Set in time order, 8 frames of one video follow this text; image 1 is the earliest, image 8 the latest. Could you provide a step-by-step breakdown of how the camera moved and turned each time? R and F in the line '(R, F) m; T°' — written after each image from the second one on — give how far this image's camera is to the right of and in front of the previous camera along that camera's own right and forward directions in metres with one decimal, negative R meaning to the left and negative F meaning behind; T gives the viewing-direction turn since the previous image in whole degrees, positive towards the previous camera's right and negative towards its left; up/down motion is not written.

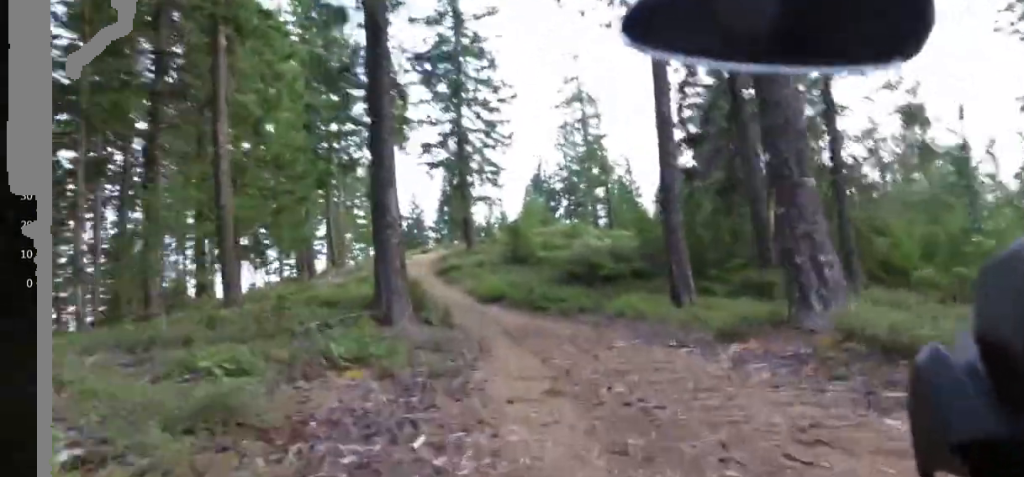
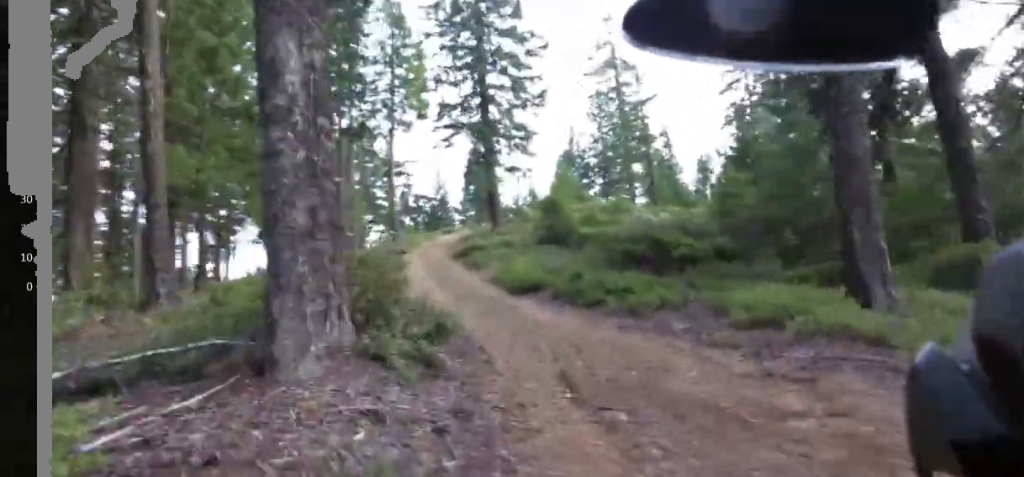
(-0.3, +7.6) m; 0°
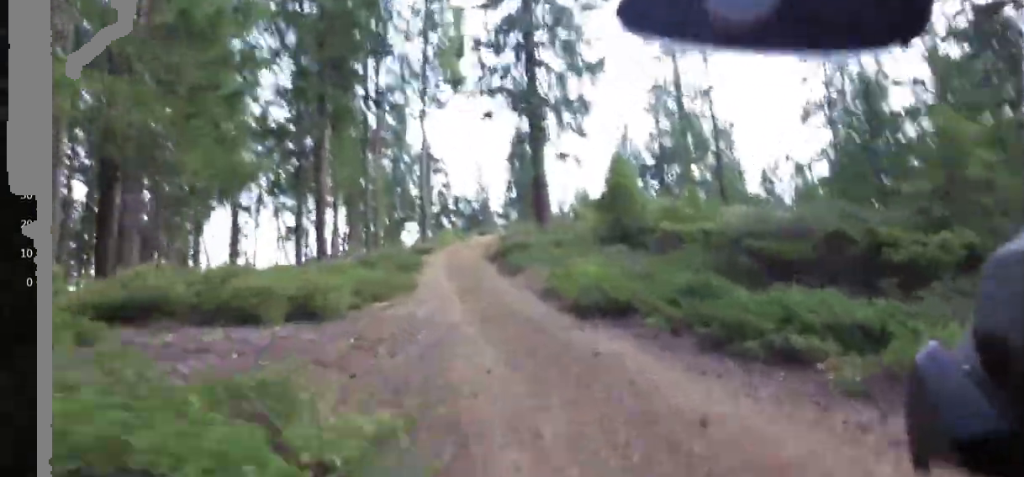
(+0.5, +8.3) m; +5°
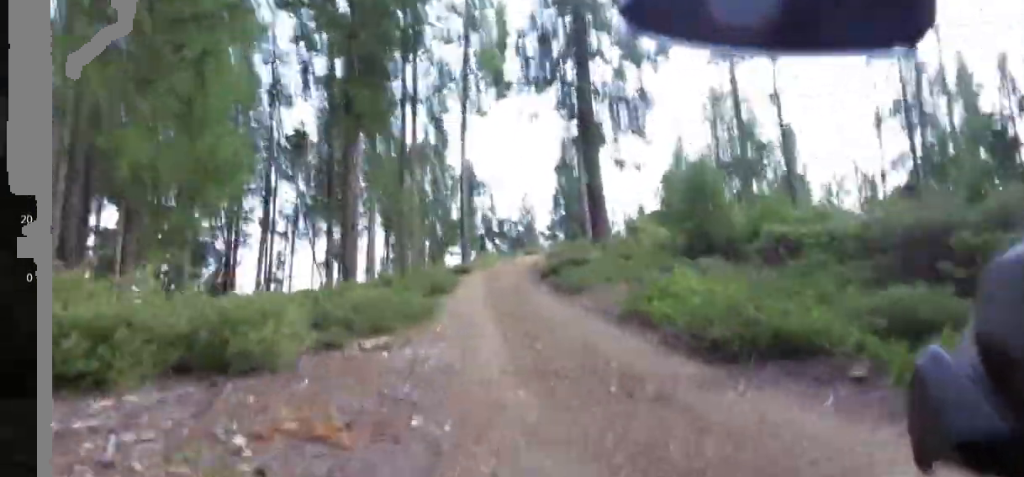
(0.0, +4.3) m; +1°
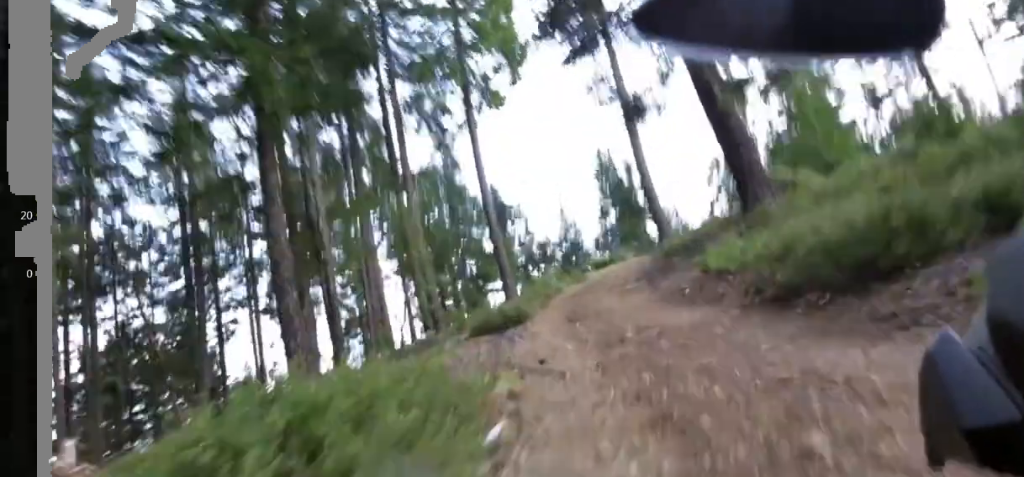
(+1.5, +13.1) m; +15°
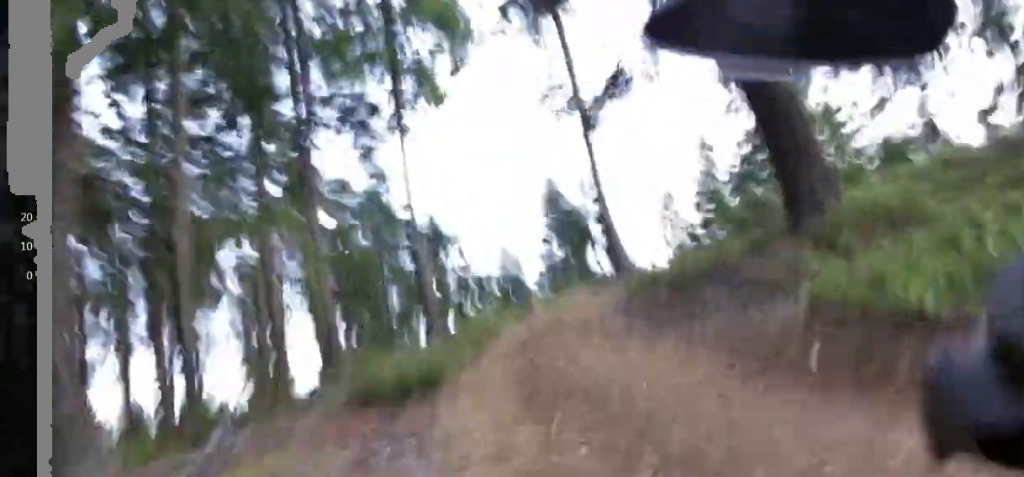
(+0.4, +5.7) m; +5°
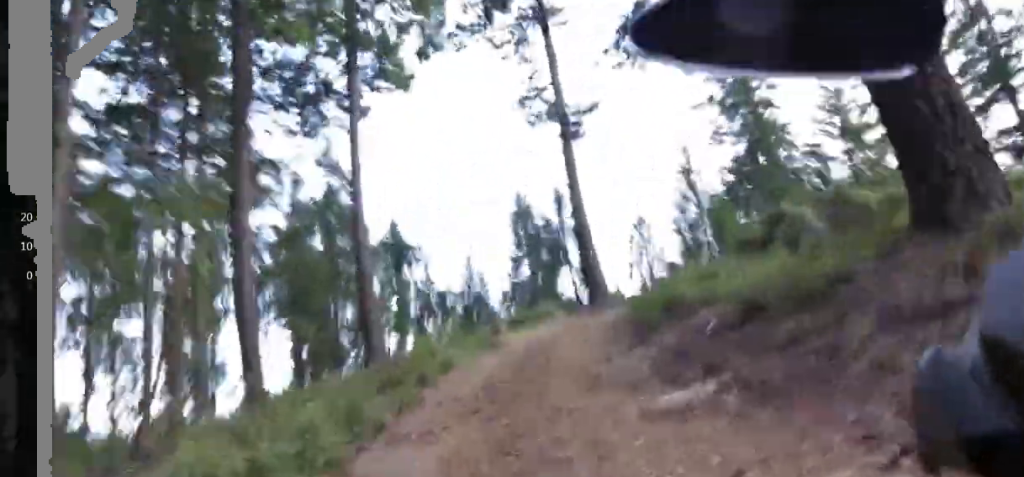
(+0.3, +4.3) m; +3°
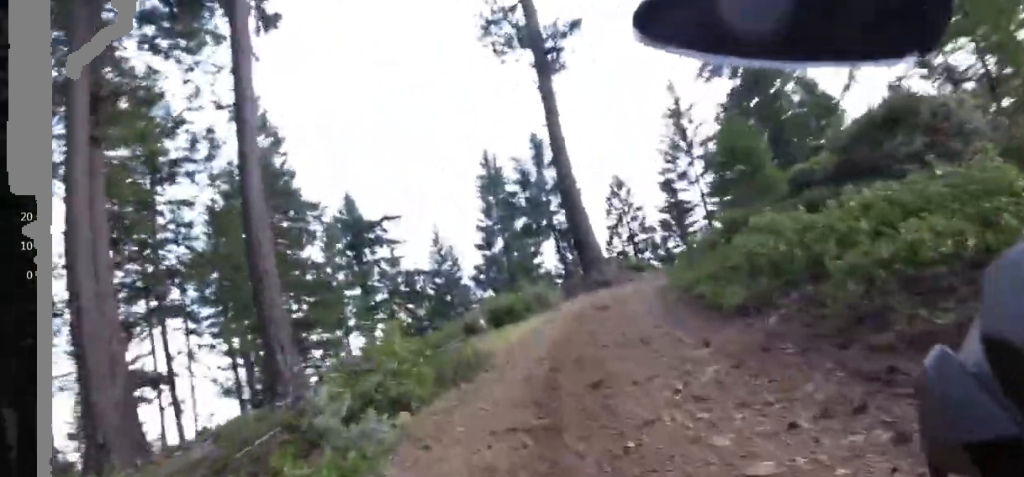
(+0.1, +6.7) m; +6°
